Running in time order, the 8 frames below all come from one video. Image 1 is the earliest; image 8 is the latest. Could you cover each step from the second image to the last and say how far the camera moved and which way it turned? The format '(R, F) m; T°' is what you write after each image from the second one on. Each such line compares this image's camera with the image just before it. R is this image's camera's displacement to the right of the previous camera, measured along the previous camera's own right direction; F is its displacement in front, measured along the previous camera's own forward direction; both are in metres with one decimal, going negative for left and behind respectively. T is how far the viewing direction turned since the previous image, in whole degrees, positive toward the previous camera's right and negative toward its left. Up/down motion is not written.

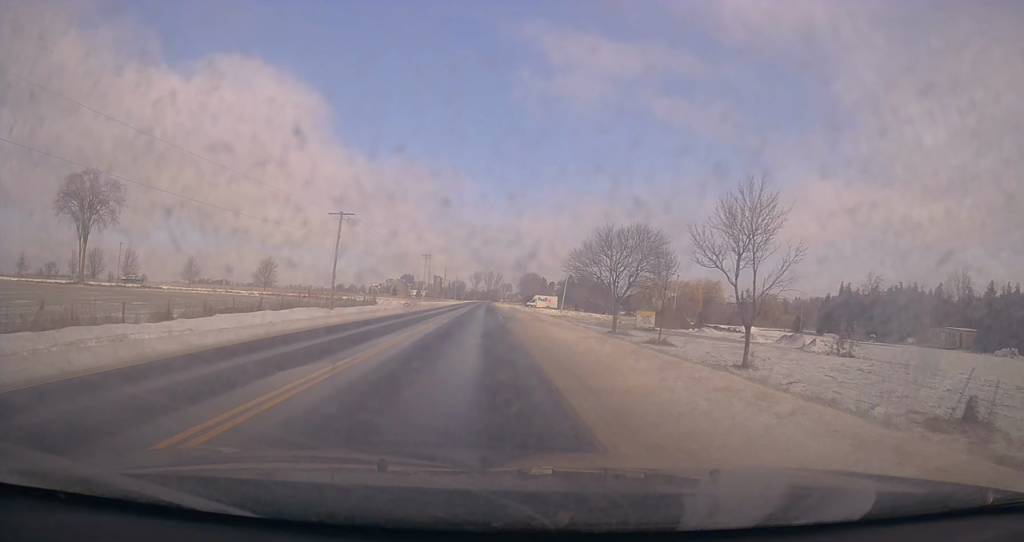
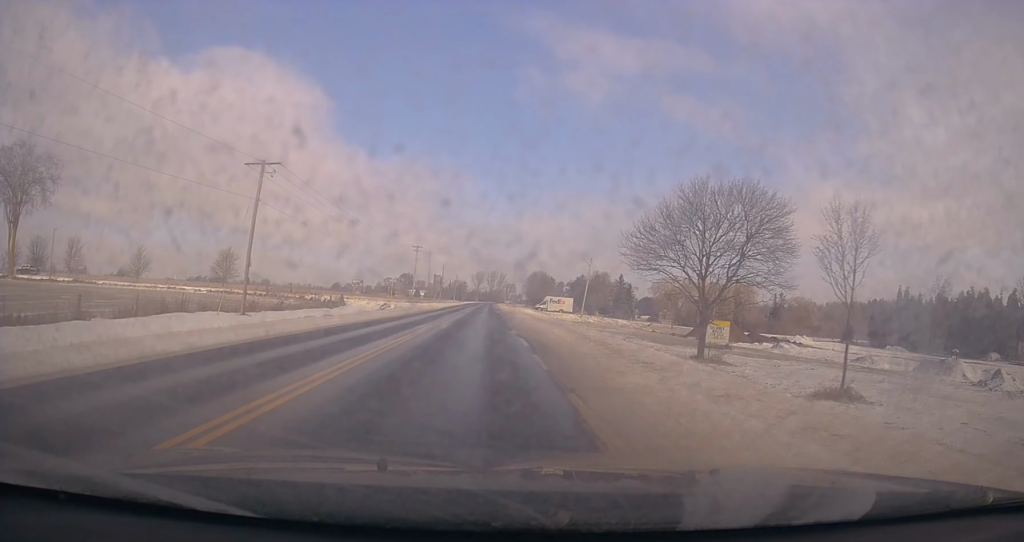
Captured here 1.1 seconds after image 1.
(+0.1, +24.1) m; 0°
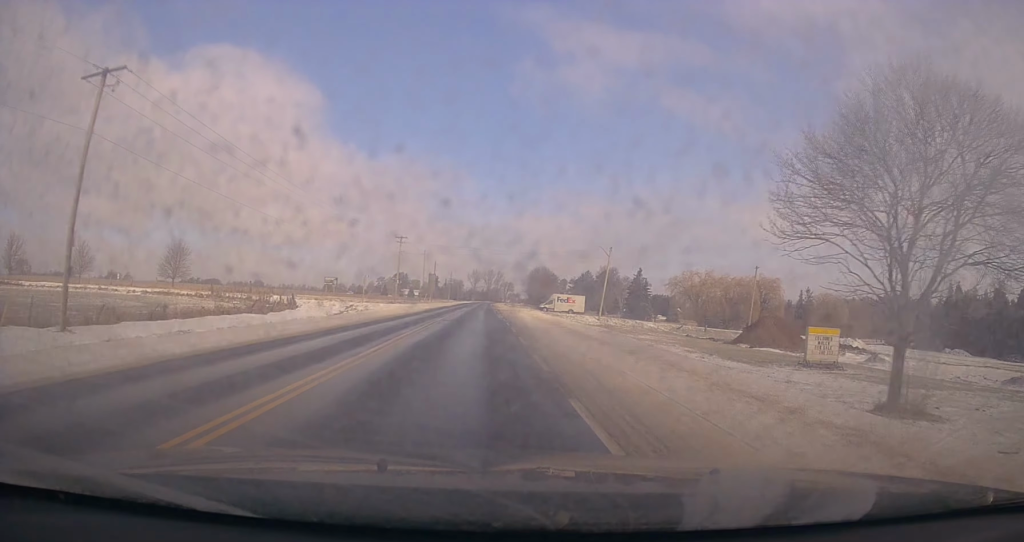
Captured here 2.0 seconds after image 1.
(-0.2, +18.6) m; 0°
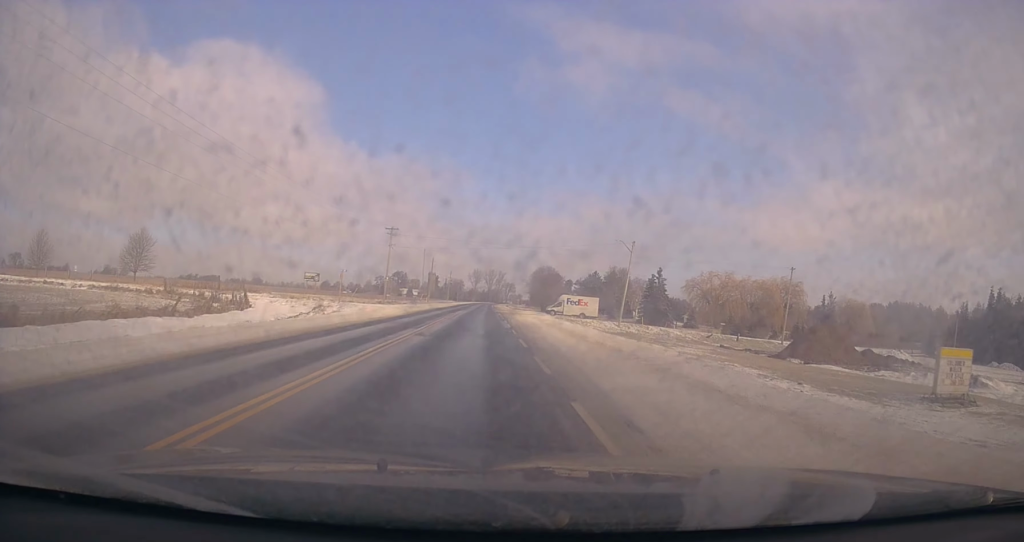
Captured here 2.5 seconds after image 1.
(-0.1, +12.3) m; +1°
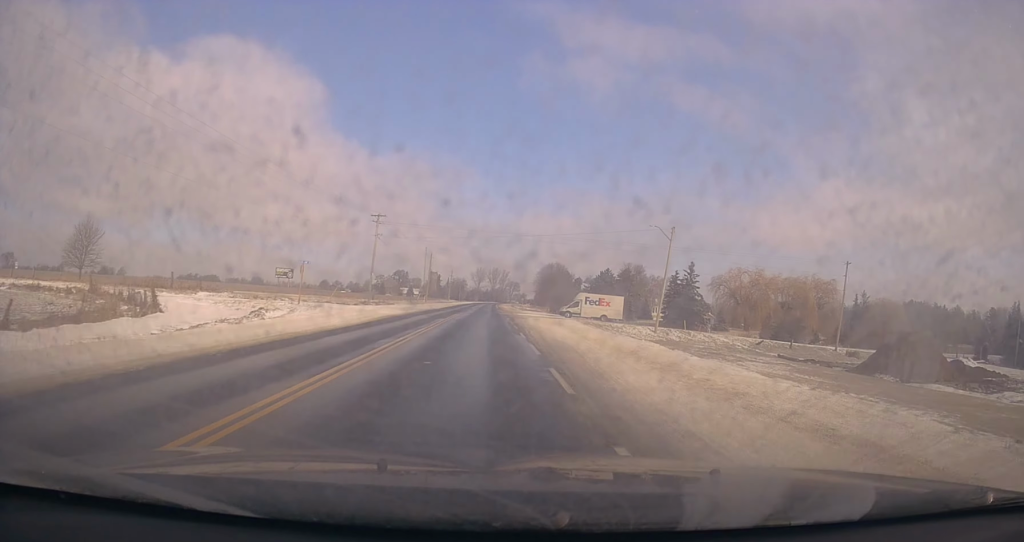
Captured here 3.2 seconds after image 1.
(+0.2, +14.3) m; 0°
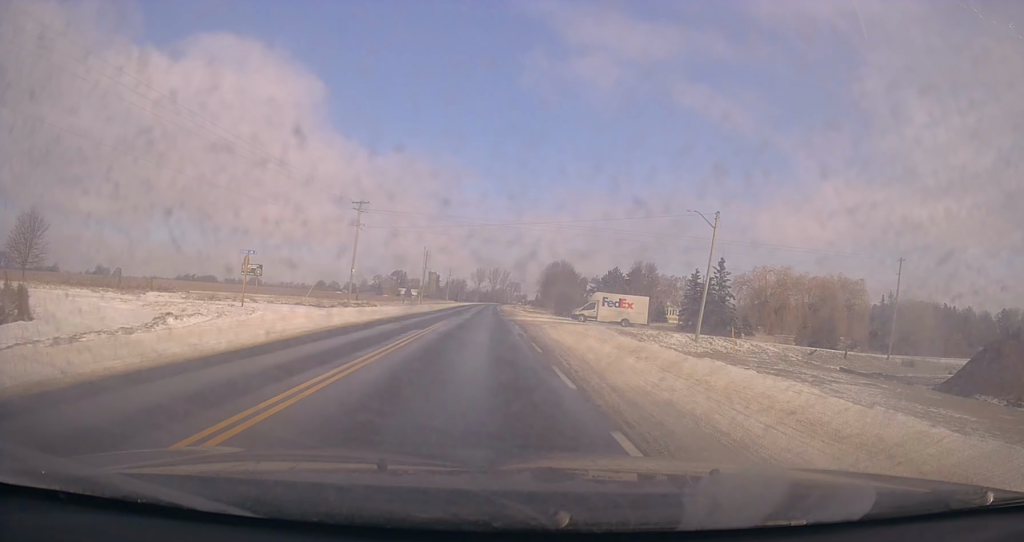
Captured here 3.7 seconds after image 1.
(+0.2, +11.6) m; 0°
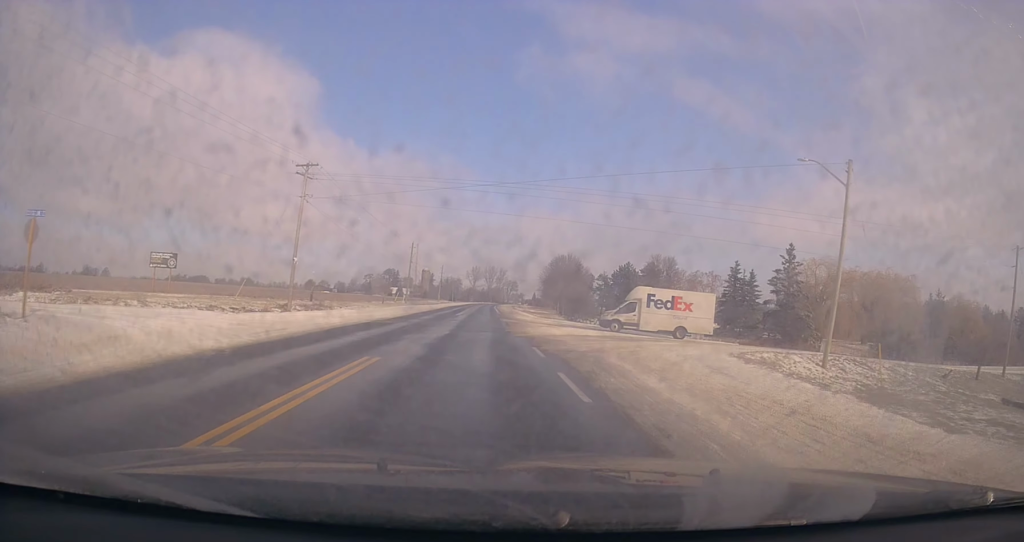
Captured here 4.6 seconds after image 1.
(-0.4, +19.1) m; 0°
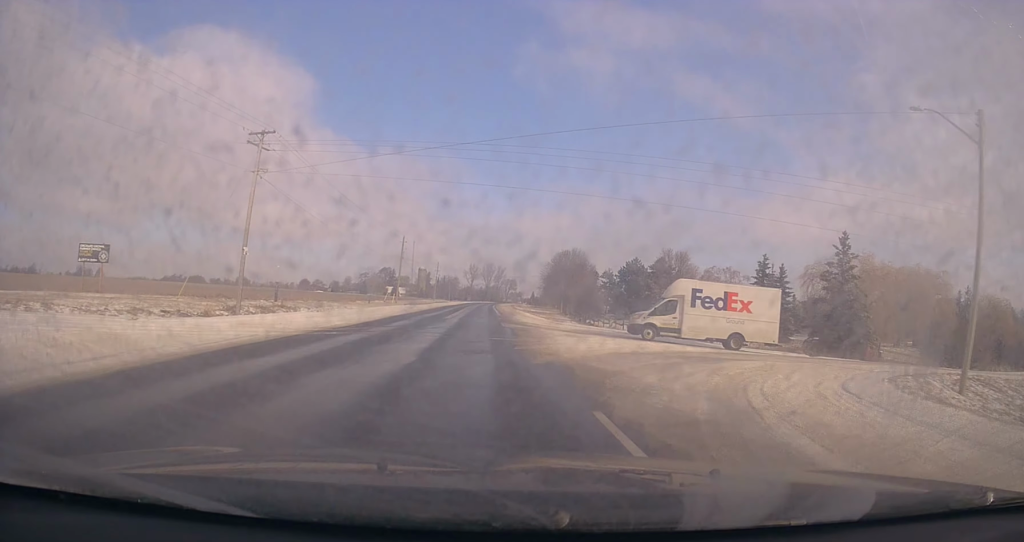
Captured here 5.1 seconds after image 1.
(+0.1, +10.0) m; 0°
